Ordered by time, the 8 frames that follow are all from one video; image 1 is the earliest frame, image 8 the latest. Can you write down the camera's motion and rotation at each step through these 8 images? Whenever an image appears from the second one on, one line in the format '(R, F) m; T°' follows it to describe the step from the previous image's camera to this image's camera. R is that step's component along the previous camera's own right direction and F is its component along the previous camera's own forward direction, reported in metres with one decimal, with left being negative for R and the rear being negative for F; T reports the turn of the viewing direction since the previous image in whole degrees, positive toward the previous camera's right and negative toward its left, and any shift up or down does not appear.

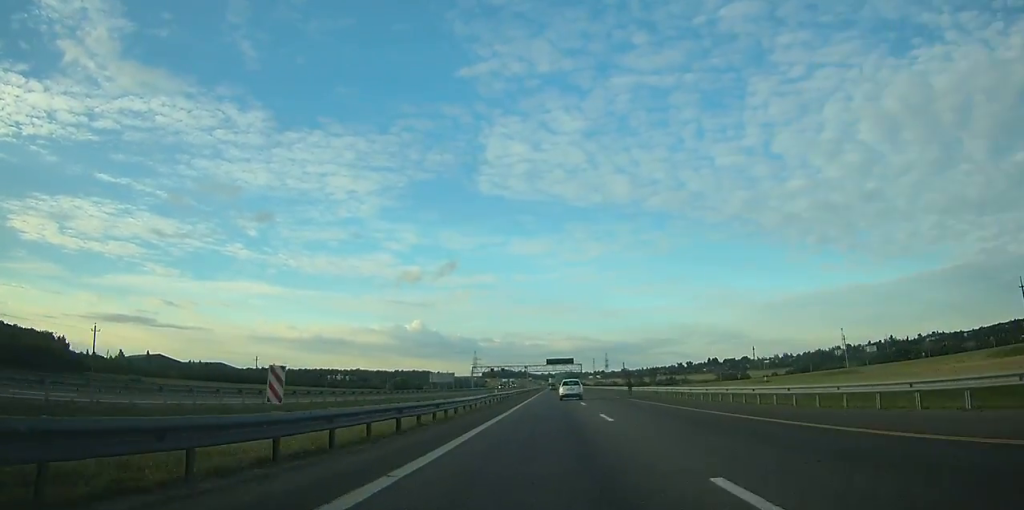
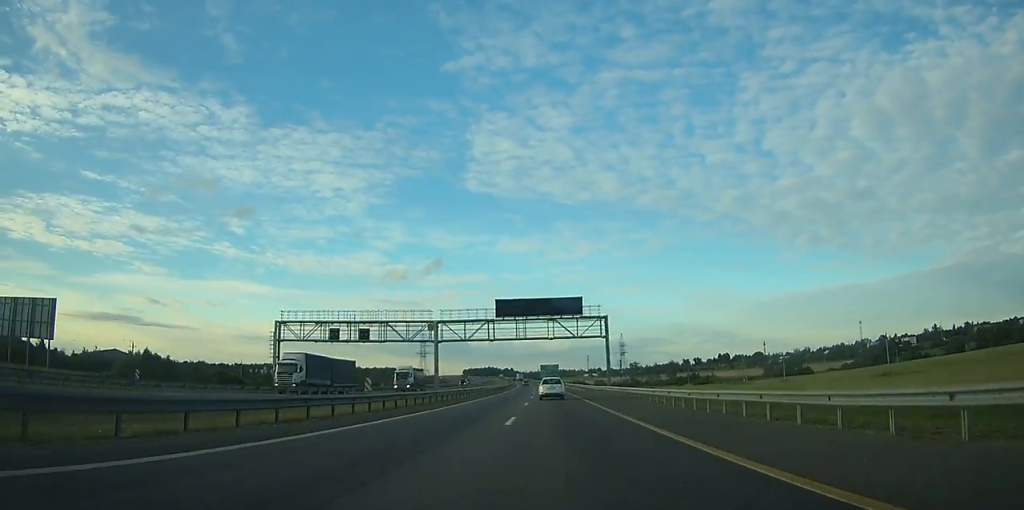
(+0.8, +150.5) m; 0°
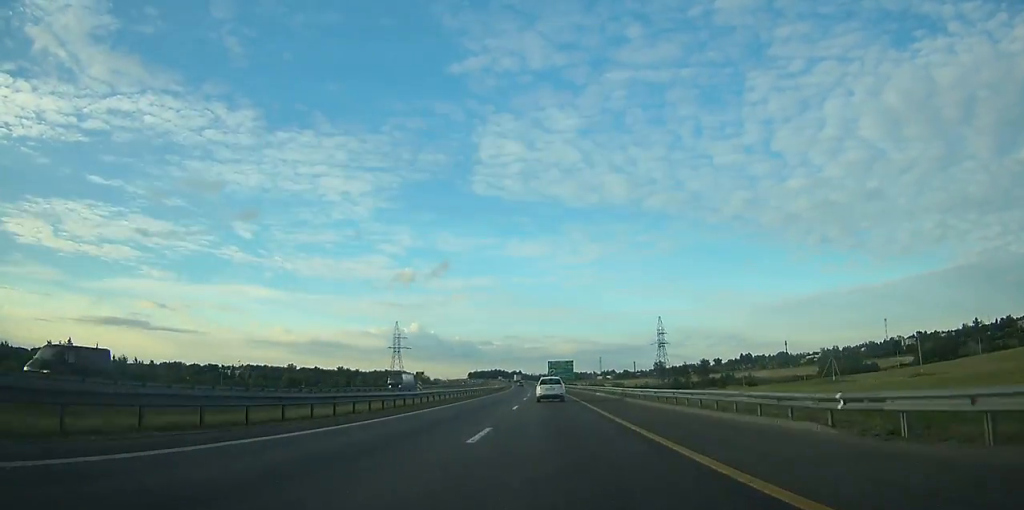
(-0.3, +73.3) m; -1°
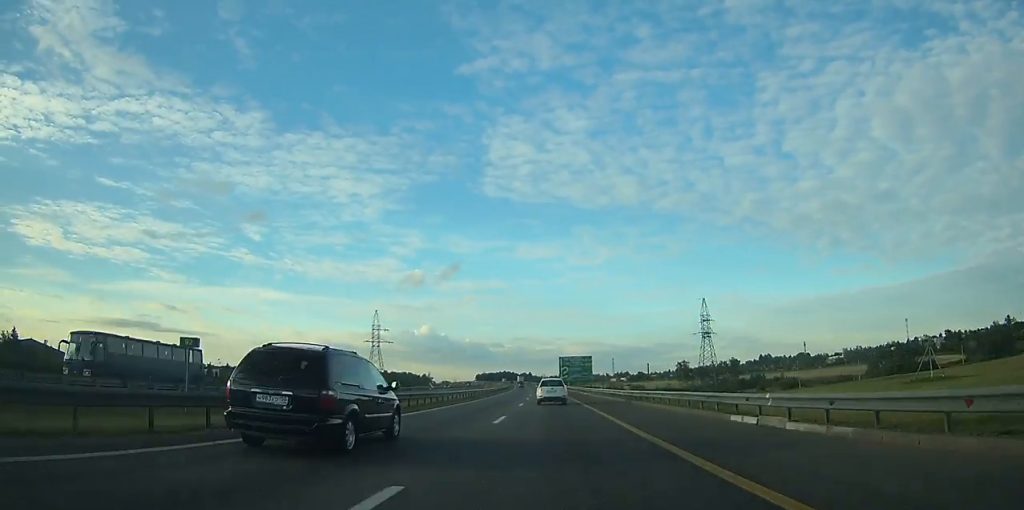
(-0.5, +42.6) m; -1°
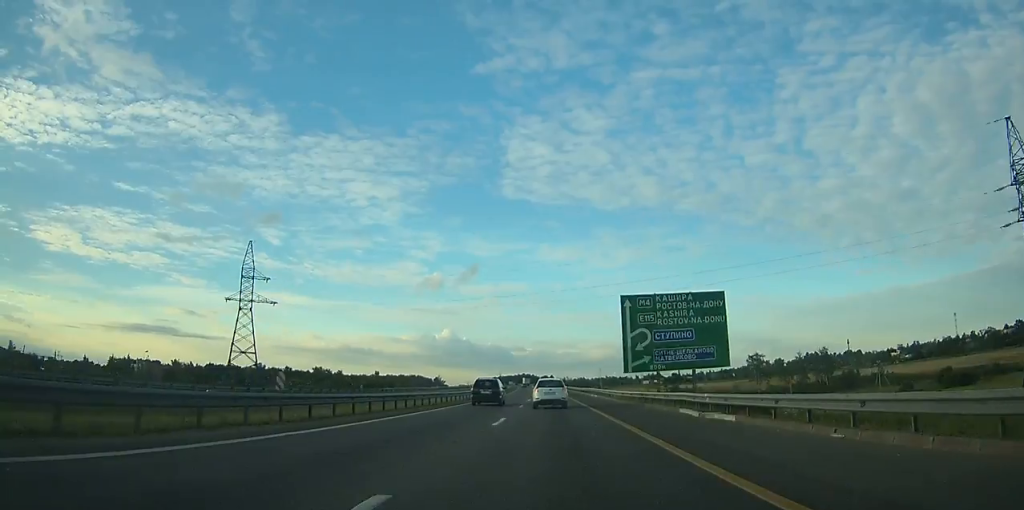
(-1.7, +99.6) m; -2°
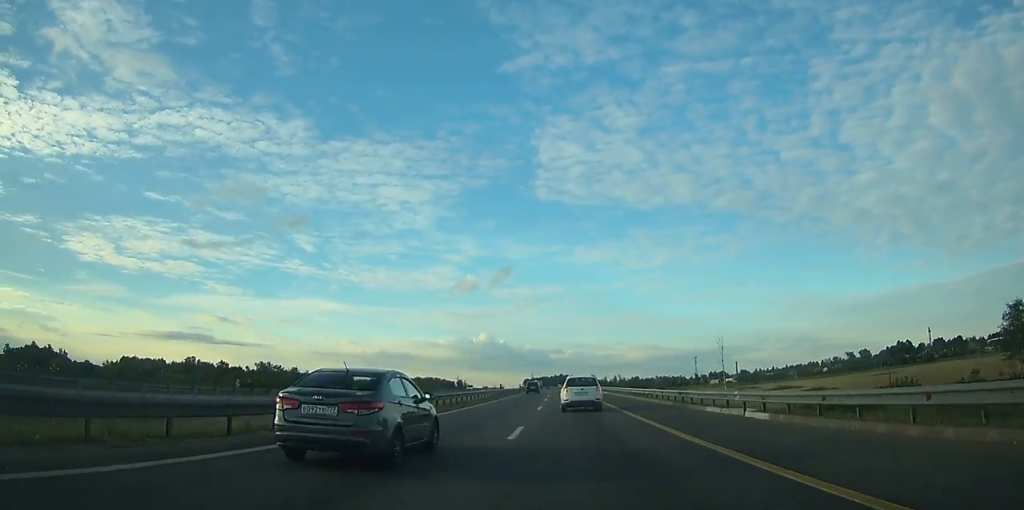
(-4.4, +145.4) m; -4°
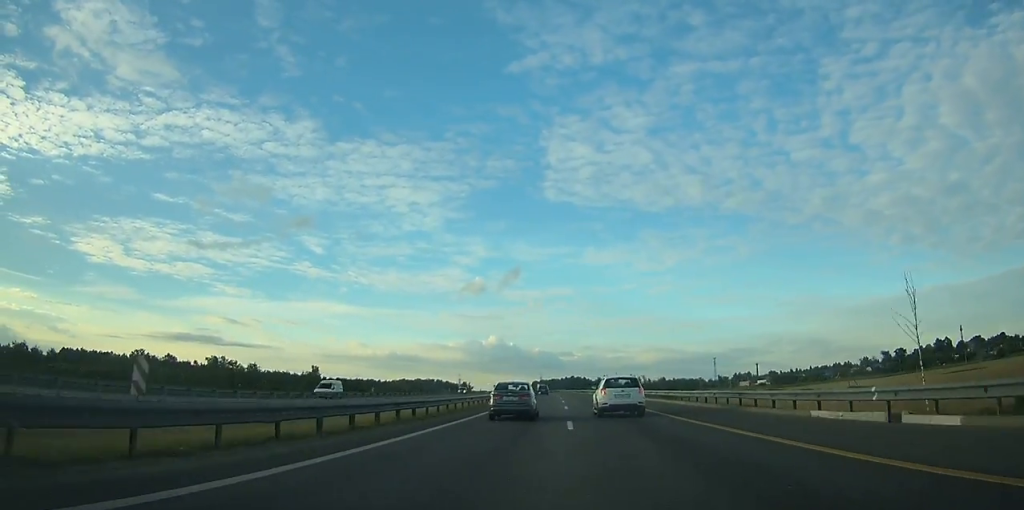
(-0.8, +56.9) m; -1°
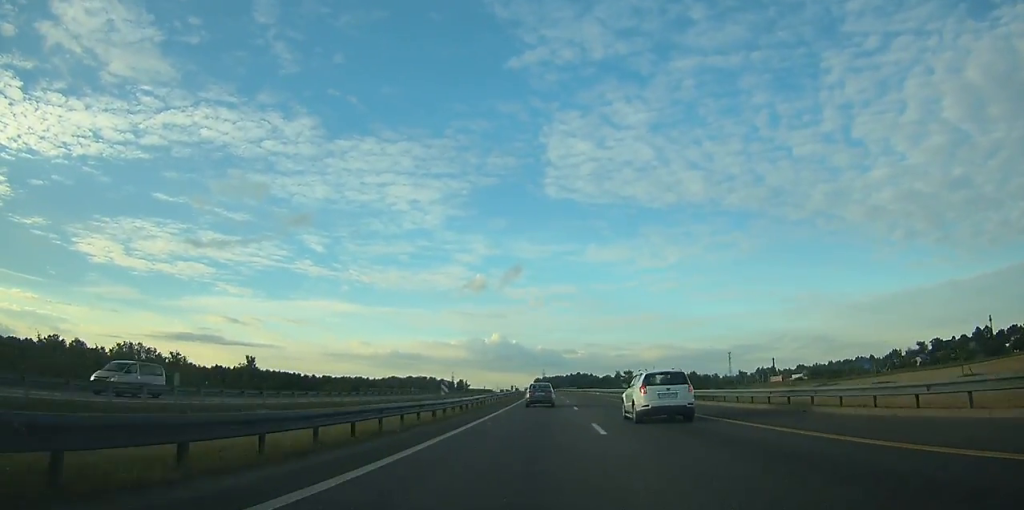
(-0.4, +59.1) m; -1°
